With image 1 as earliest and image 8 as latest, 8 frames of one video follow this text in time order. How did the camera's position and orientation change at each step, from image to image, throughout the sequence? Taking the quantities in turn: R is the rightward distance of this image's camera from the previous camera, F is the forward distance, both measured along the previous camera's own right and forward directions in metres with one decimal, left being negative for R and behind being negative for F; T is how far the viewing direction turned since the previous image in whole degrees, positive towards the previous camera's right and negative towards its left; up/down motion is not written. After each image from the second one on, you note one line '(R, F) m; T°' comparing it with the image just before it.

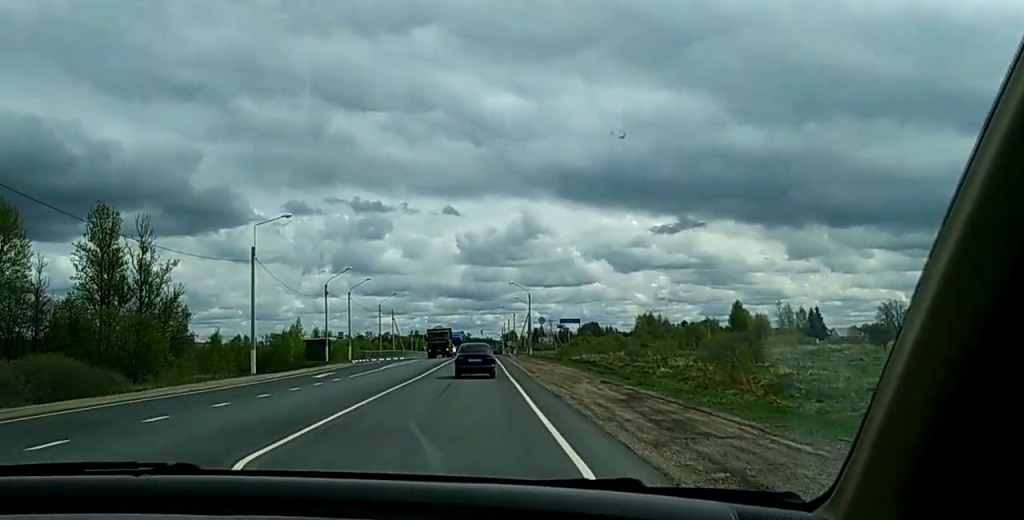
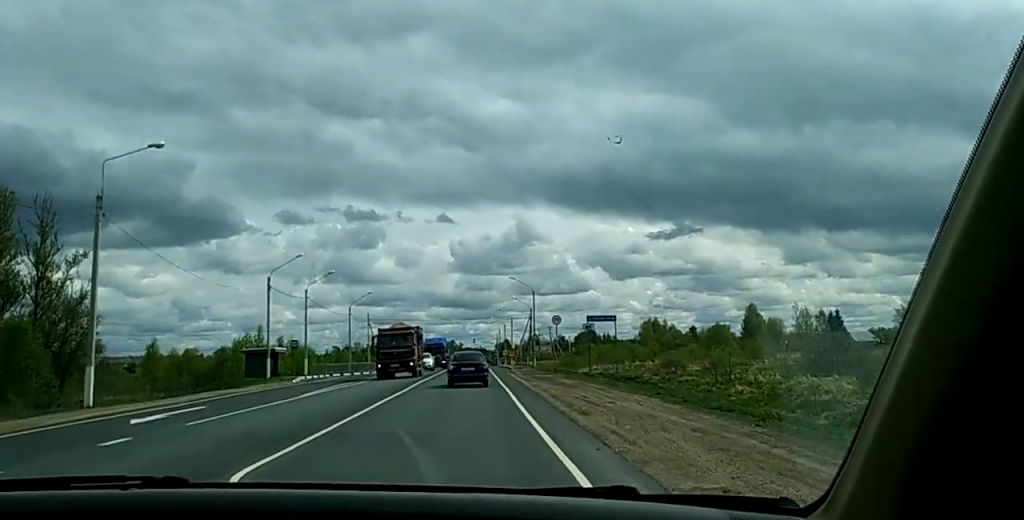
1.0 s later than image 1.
(0.0, +26.8) m; 0°
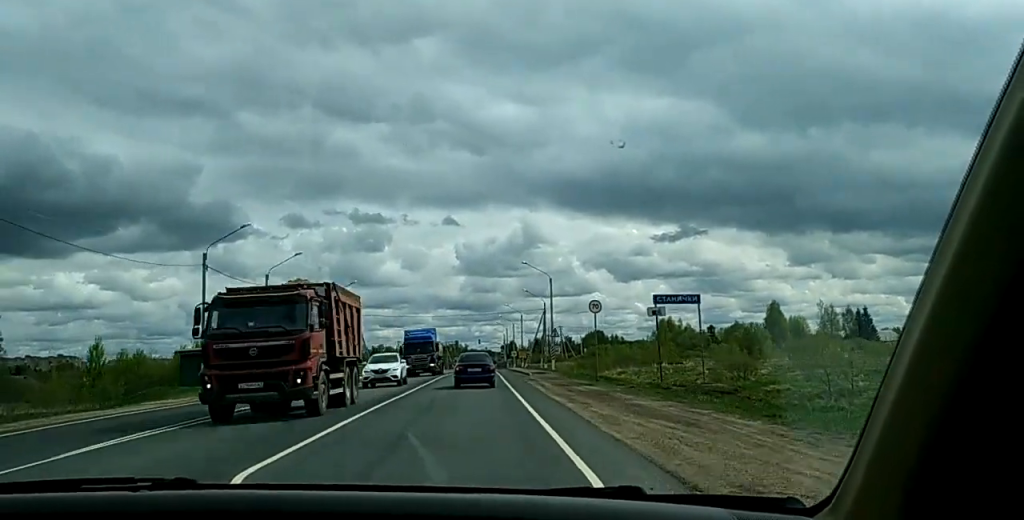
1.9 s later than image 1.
(0.0, +23.8) m; 0°
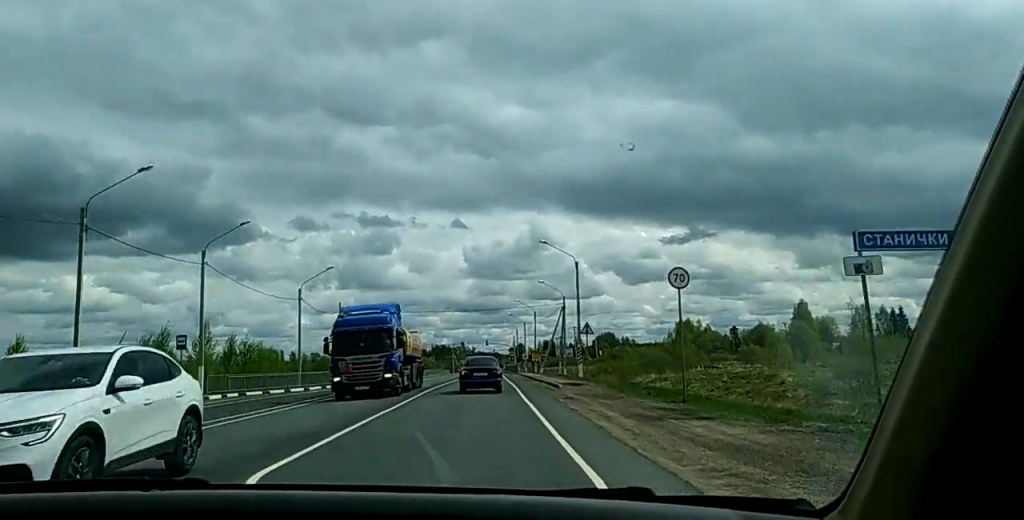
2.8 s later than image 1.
(0.0, +19.4) m; 0°
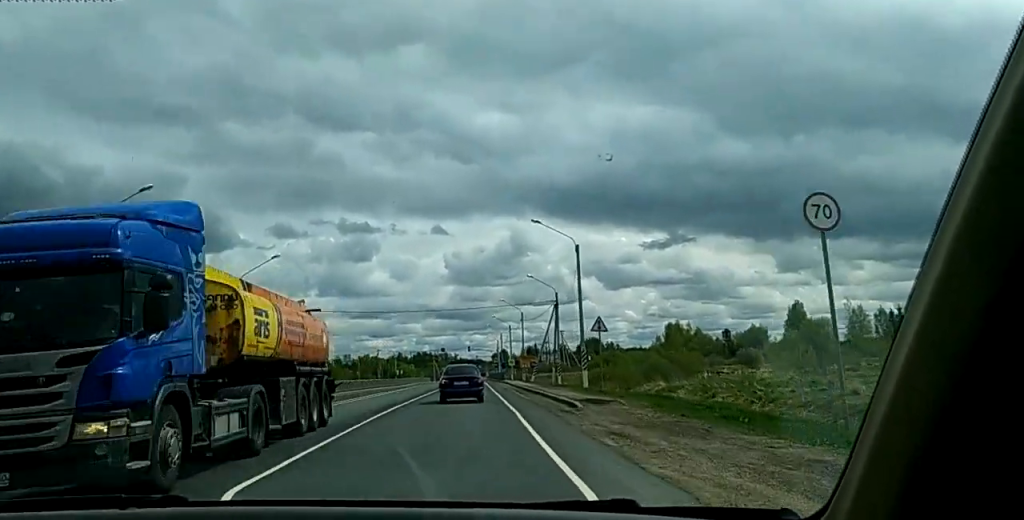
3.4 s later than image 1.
(-0.1, +12.4) m; 0°
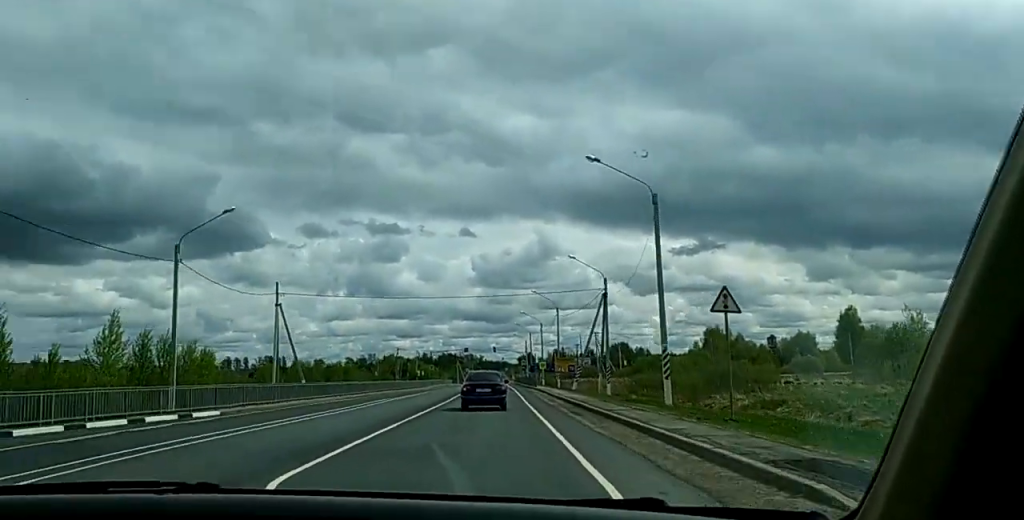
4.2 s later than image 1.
(0.0, +15.8) m; +1°
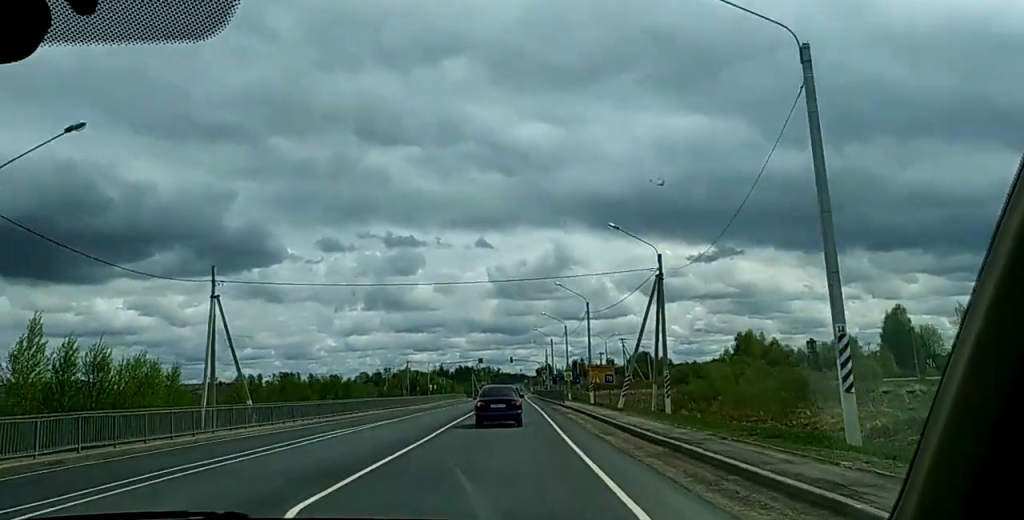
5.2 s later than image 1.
(+0.2, +14.4) m; +1°
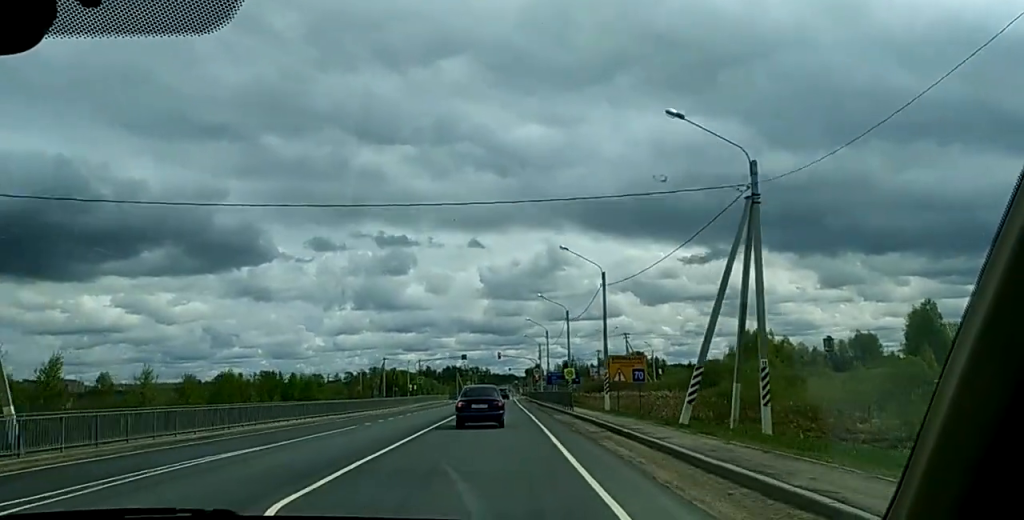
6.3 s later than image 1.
(+0.1, +16.7) m; 0°
